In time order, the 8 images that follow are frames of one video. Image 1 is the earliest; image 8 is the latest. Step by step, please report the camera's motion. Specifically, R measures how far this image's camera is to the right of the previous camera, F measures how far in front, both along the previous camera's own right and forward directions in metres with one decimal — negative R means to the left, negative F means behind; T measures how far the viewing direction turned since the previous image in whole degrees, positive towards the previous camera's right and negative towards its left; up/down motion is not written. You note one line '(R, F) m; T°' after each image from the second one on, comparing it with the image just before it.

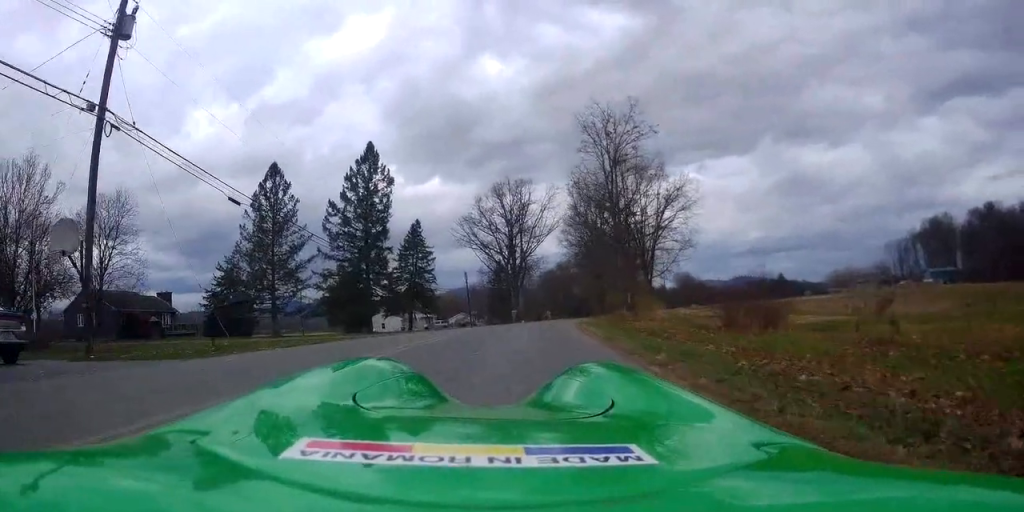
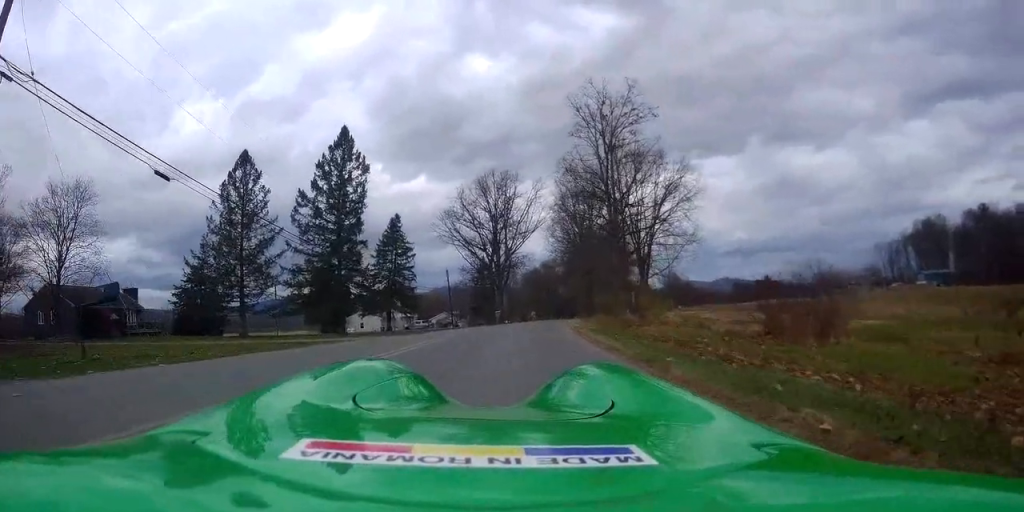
(+0.3, +4.5) m; +4°
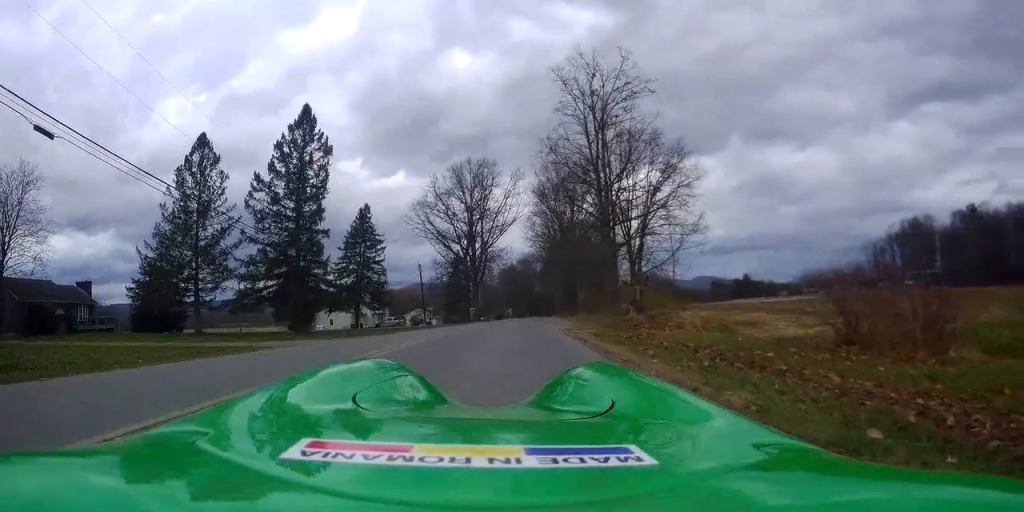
(+0.1, +5.2) m; 0°
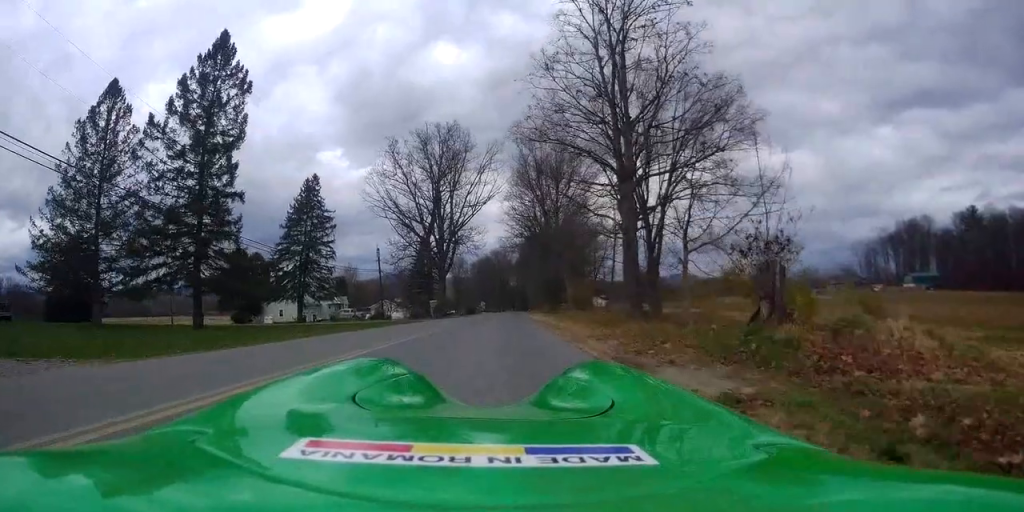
(-0.4, +12.6) m; +1°
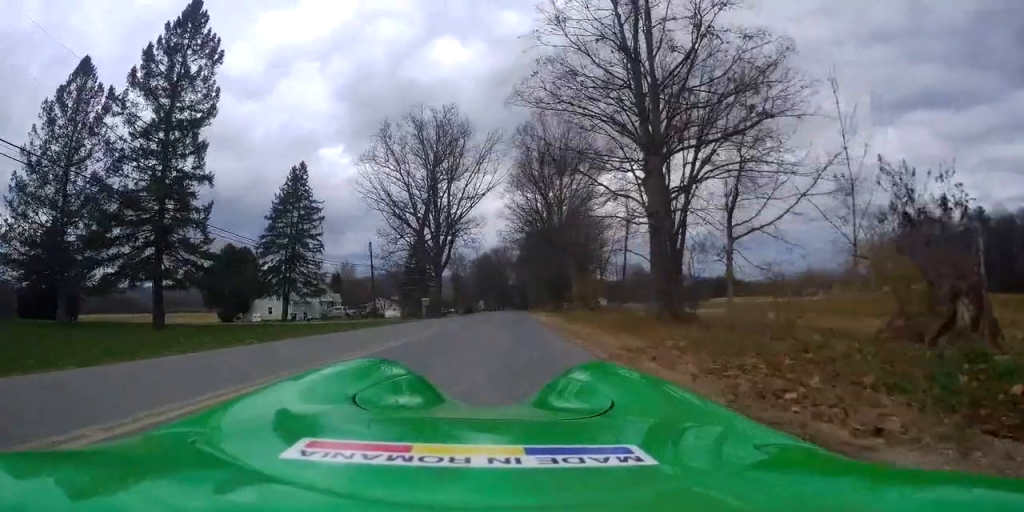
(+0.2, +4.6) m; 0°
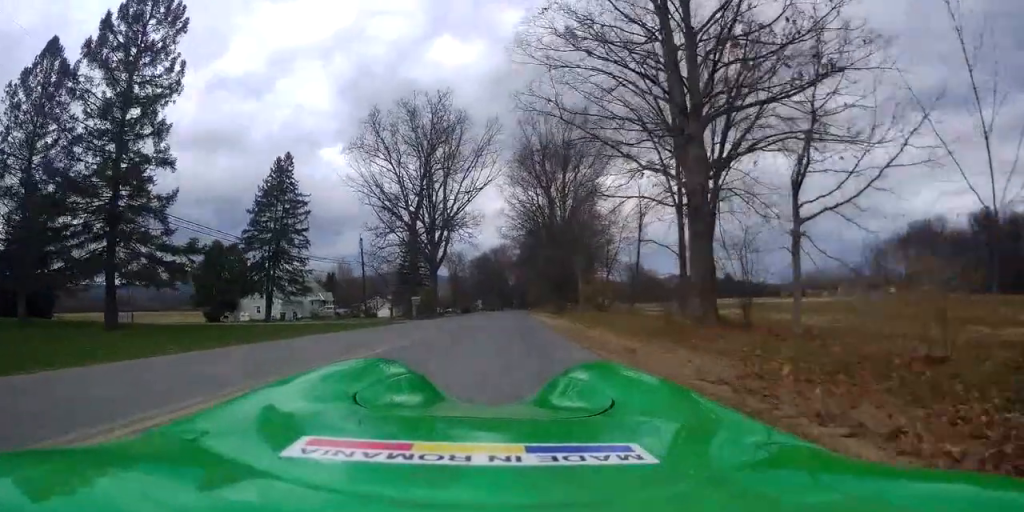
(0.0, +4.2) m; -1°
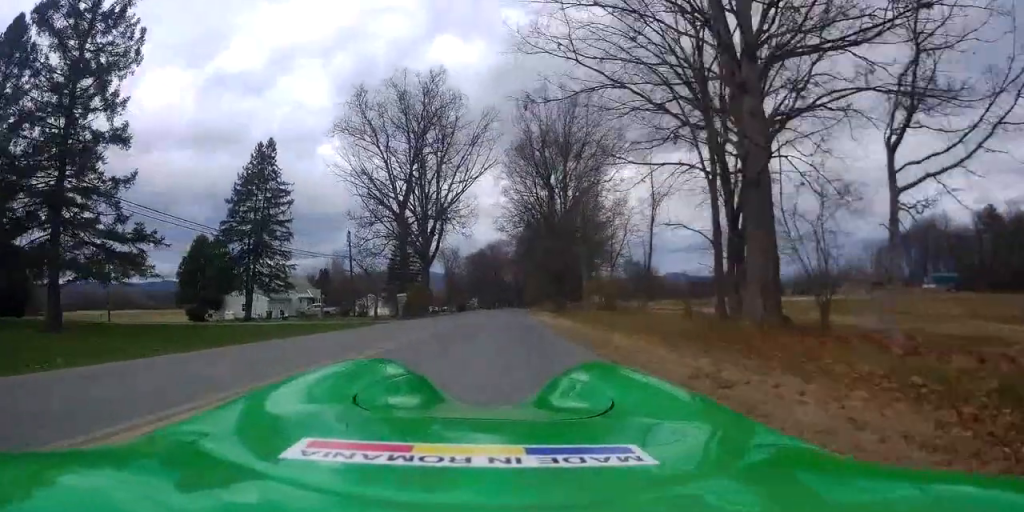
(-0.2, +4.1) m; -2°
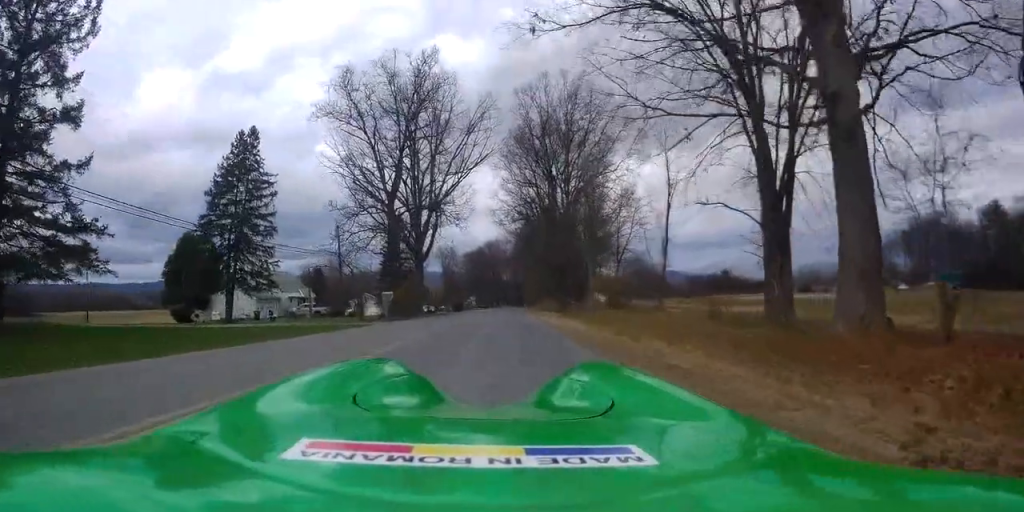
(0.0, +3.9) m; +2°
